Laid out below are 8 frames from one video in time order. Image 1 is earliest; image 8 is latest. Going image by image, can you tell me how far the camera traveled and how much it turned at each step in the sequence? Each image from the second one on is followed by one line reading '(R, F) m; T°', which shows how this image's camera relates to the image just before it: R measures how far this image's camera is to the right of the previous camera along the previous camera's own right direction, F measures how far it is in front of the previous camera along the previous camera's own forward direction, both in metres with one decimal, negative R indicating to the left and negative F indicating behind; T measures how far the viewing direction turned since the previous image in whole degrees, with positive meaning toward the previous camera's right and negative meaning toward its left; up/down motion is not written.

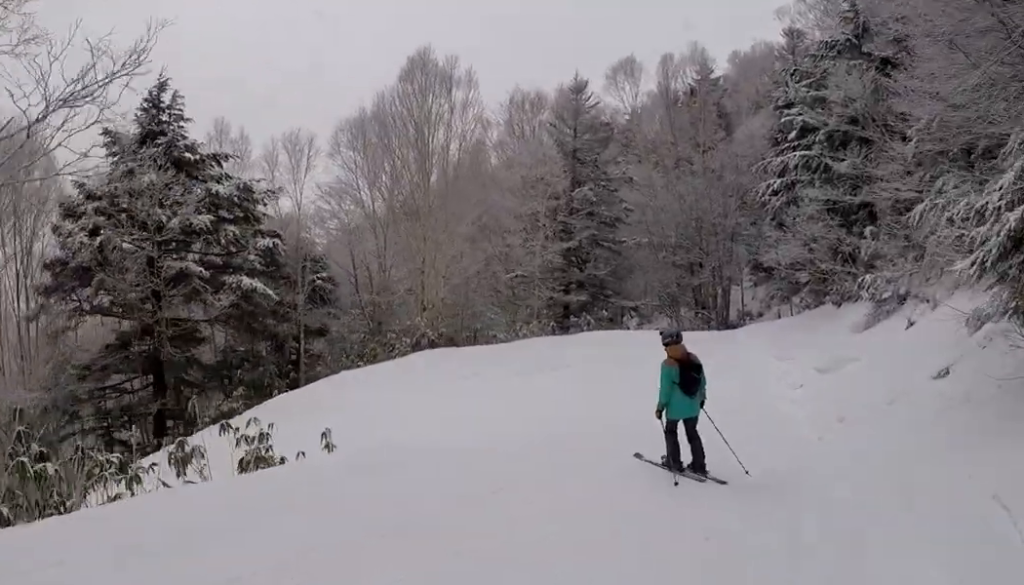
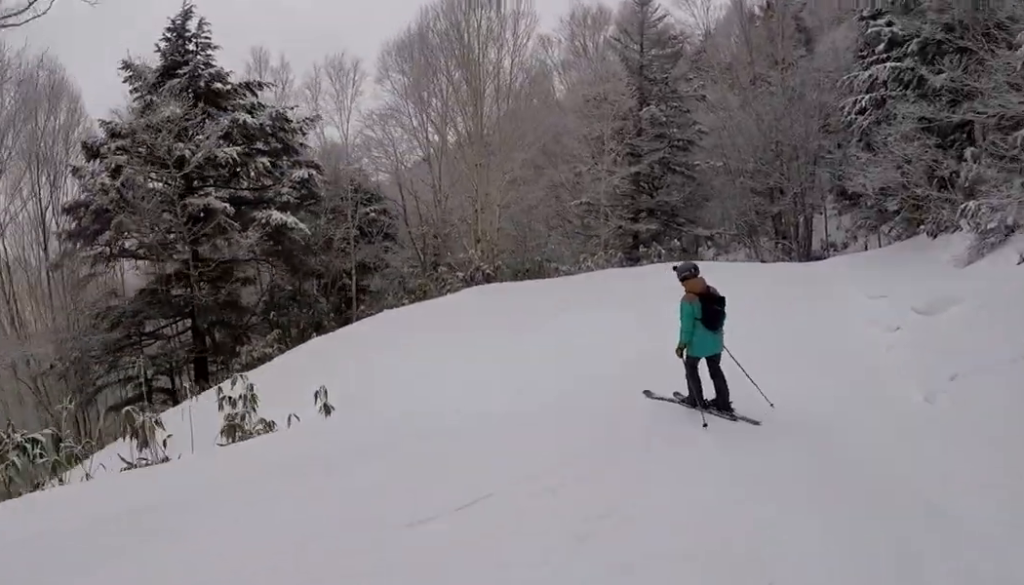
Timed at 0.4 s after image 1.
(-0.1, +1.7) m; -7°
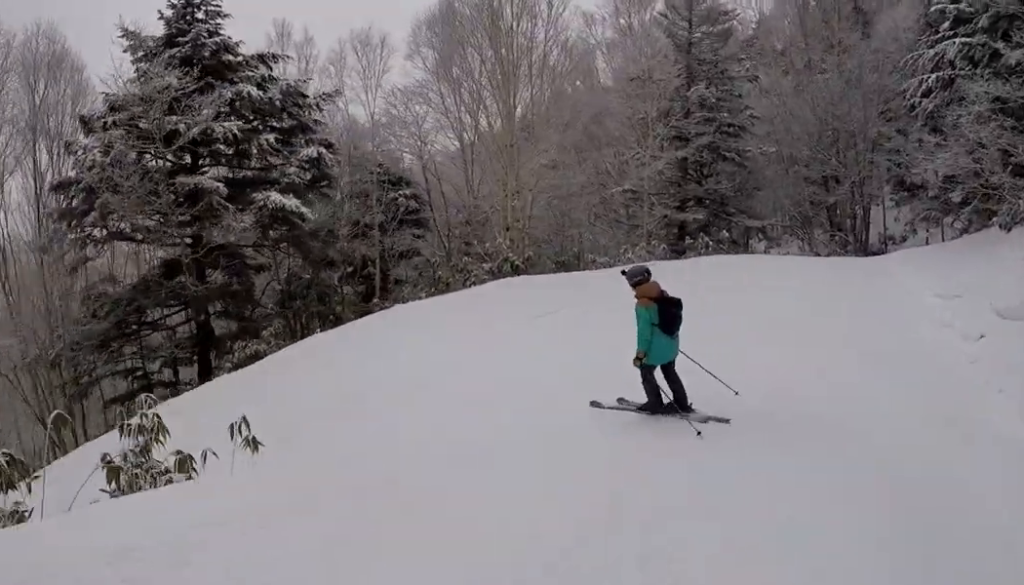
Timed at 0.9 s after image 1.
(-0.1, +2.1) m; -7°
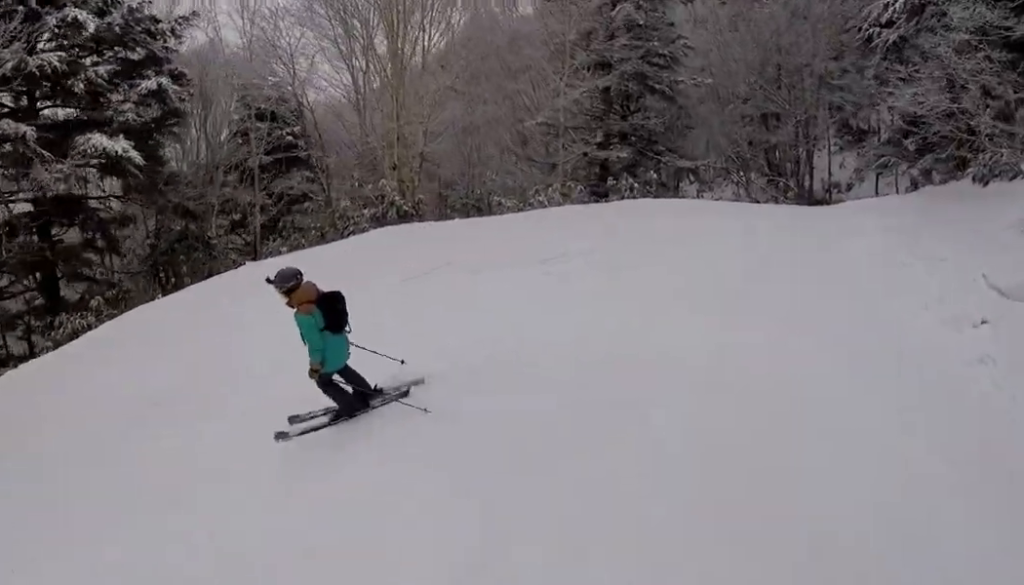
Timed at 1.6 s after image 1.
(-0.2, +2.9) m; -12°
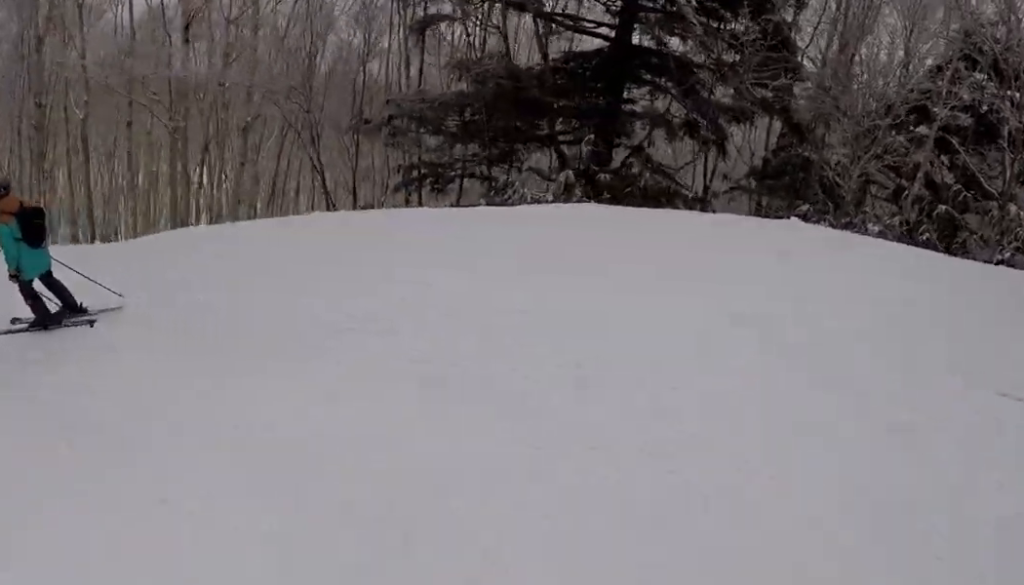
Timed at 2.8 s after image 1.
(-1.3, +4.9) m; -59°
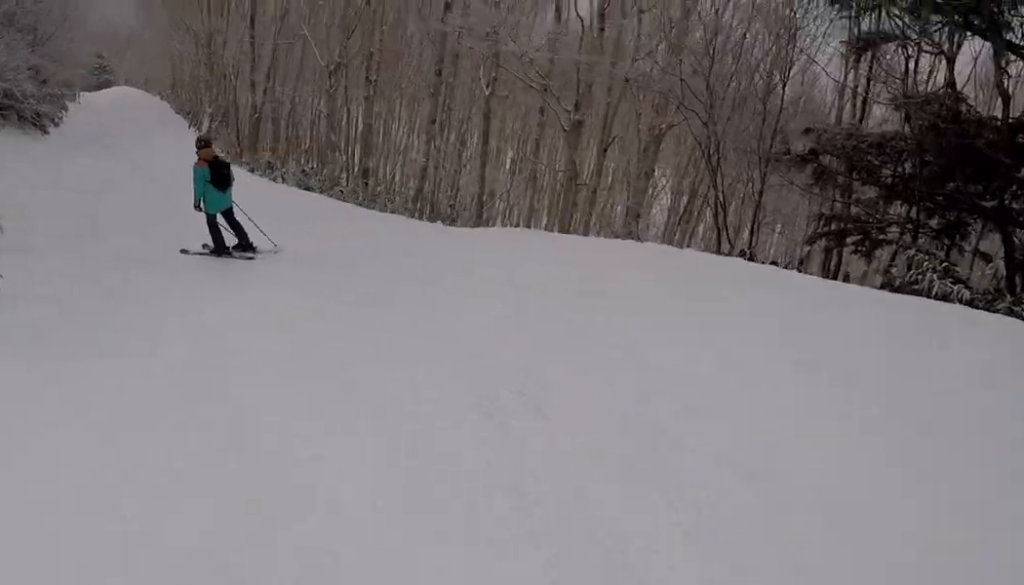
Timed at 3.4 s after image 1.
(0.0, +1.6) m; -34°
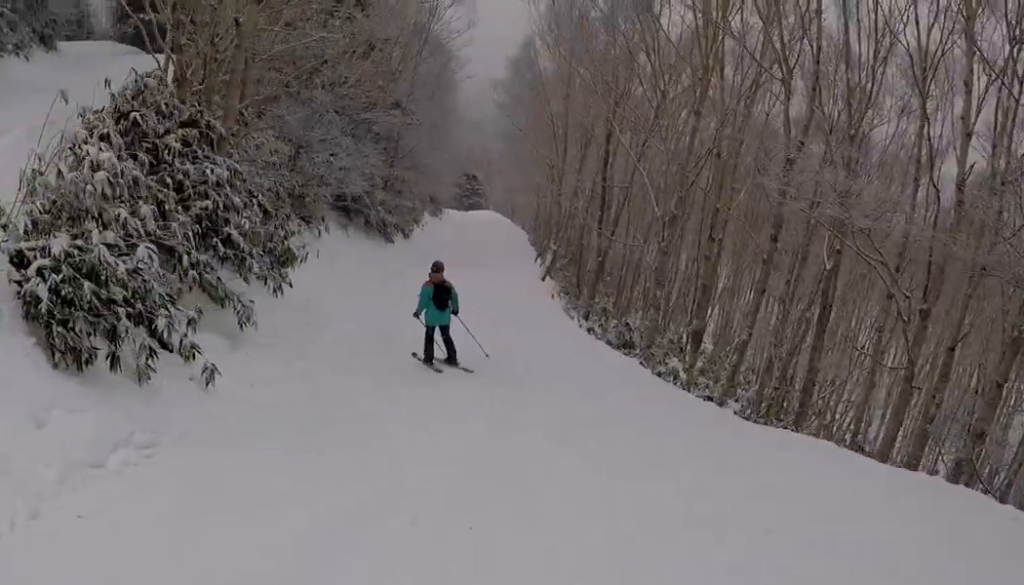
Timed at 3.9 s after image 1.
(-1.3, +2.1) m; -18°
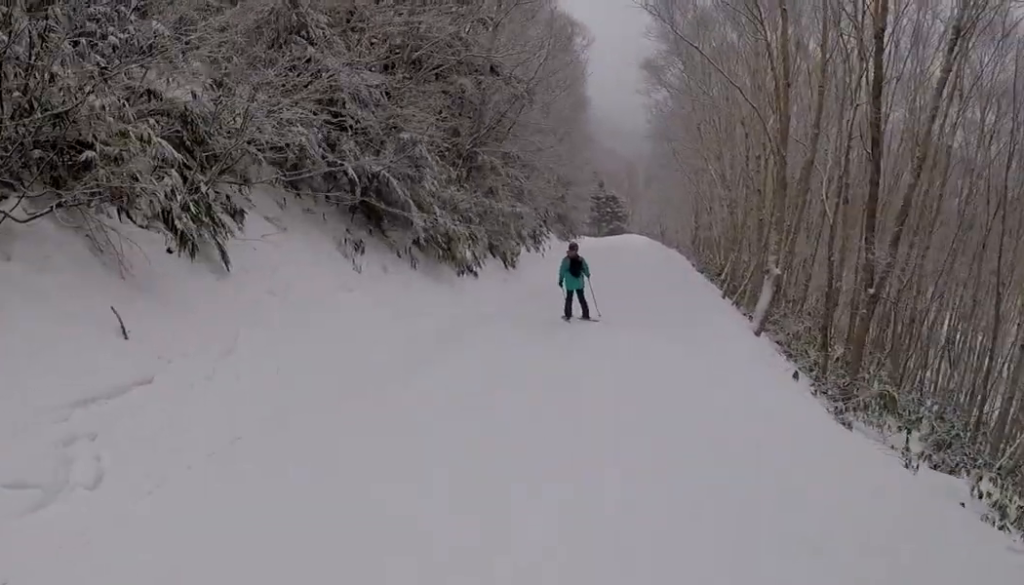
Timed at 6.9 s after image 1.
(-4.2, +17.2) m; -7°
